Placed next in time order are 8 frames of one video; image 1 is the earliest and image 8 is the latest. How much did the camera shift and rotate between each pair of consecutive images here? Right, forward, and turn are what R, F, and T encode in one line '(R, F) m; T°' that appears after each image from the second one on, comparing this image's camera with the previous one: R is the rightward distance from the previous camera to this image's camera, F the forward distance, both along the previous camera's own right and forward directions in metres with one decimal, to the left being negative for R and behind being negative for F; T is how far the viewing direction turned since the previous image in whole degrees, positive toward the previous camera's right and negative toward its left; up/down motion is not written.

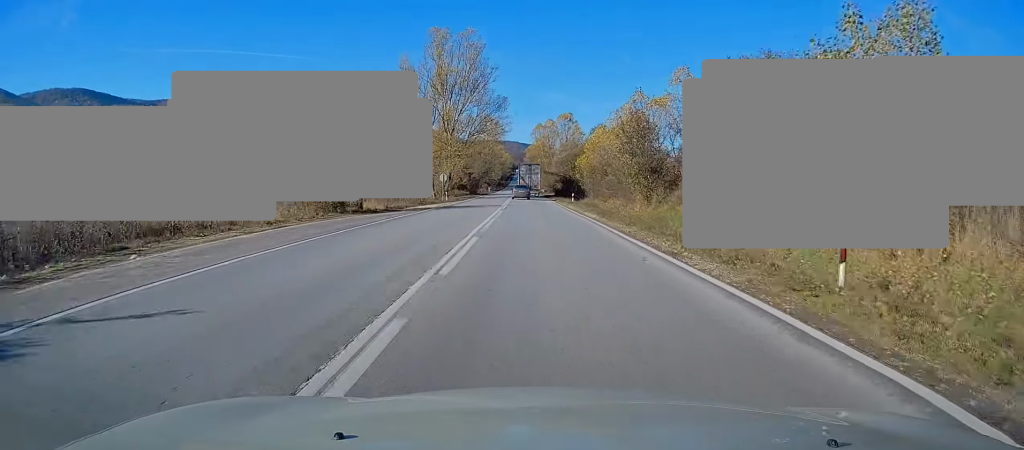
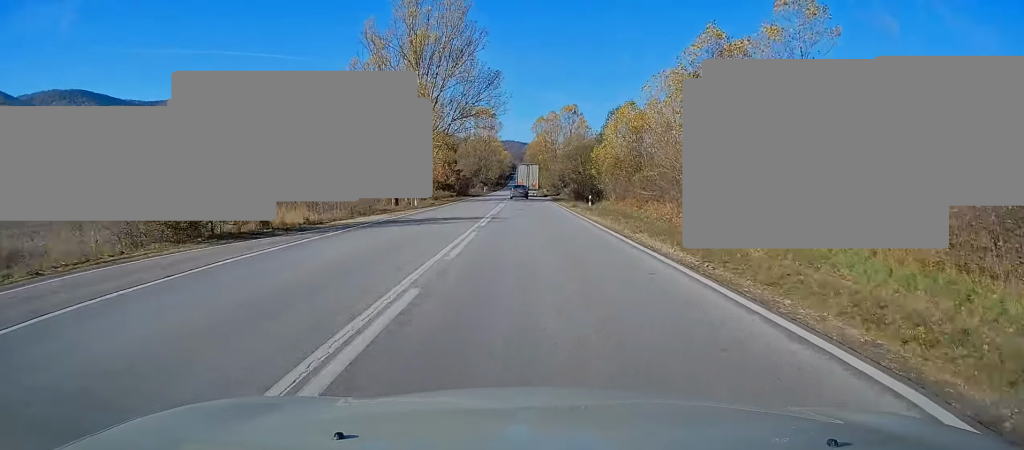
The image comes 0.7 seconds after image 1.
(-0.1, +16.2) m; 0°
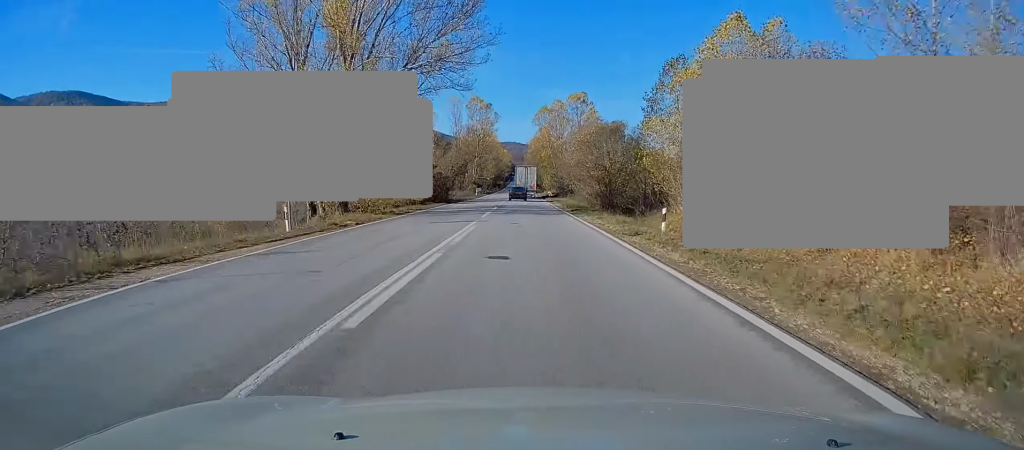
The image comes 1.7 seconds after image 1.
(+0.2, +23.1) m; +1°
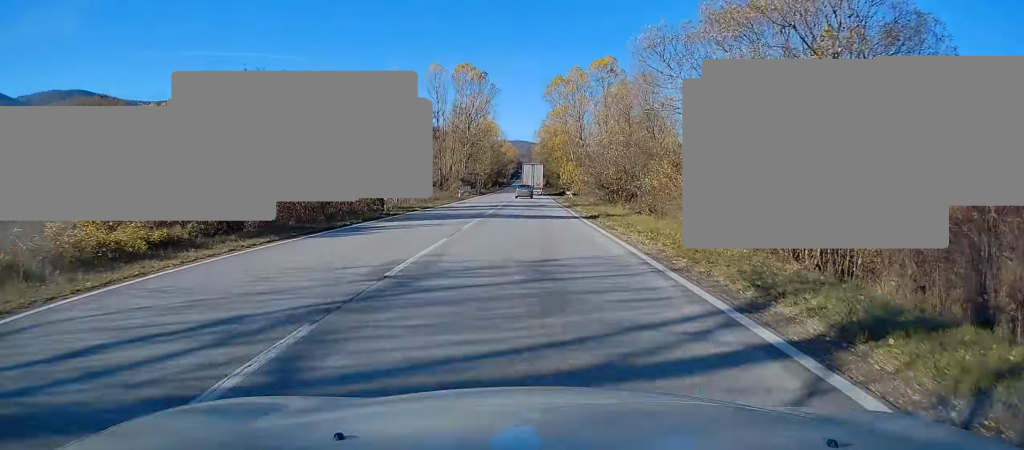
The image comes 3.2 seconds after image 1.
(-0.1, +35.5) m; -1°
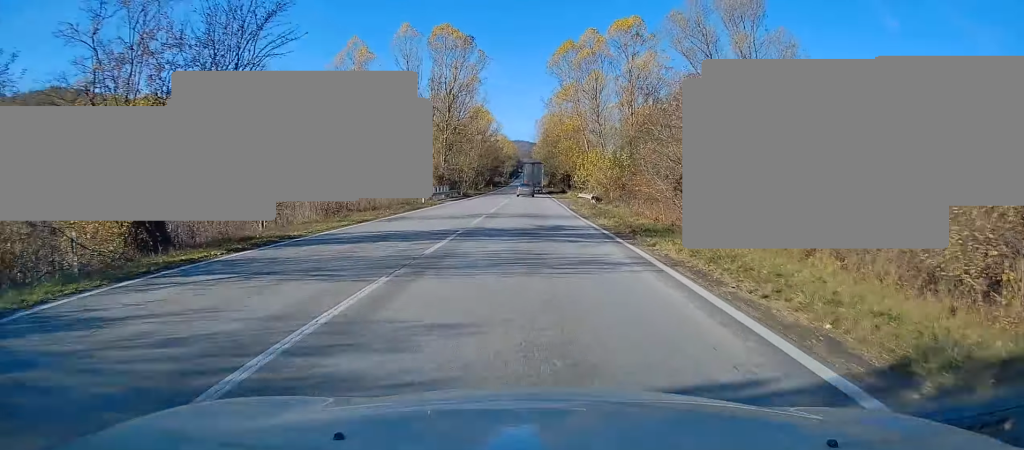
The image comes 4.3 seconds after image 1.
(-0.1, +24.0) m; -1°
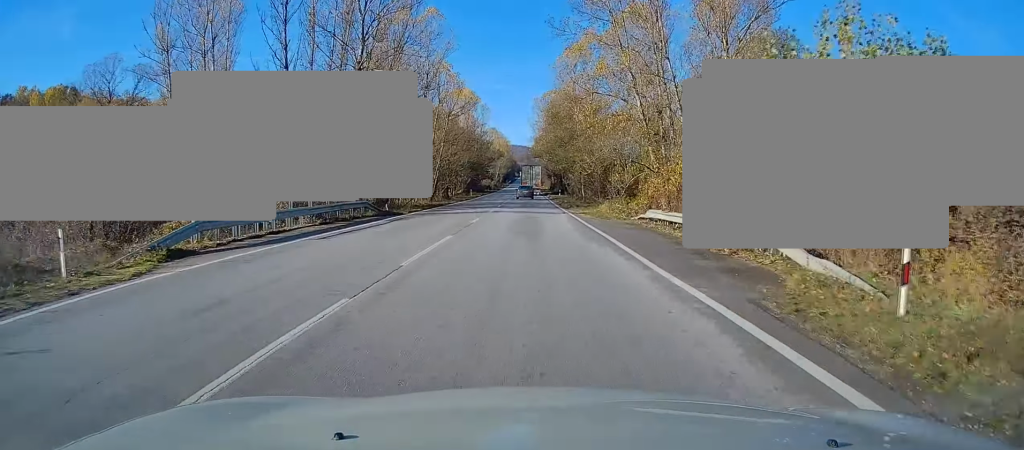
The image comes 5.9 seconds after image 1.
(-0.1, +37.5) m; +1°
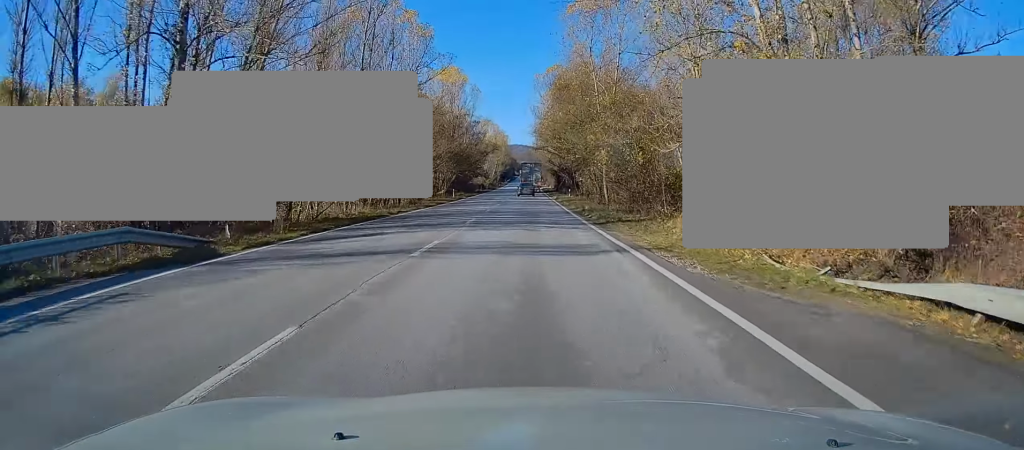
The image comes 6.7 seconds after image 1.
(+0.2, +19.6) m; +1°
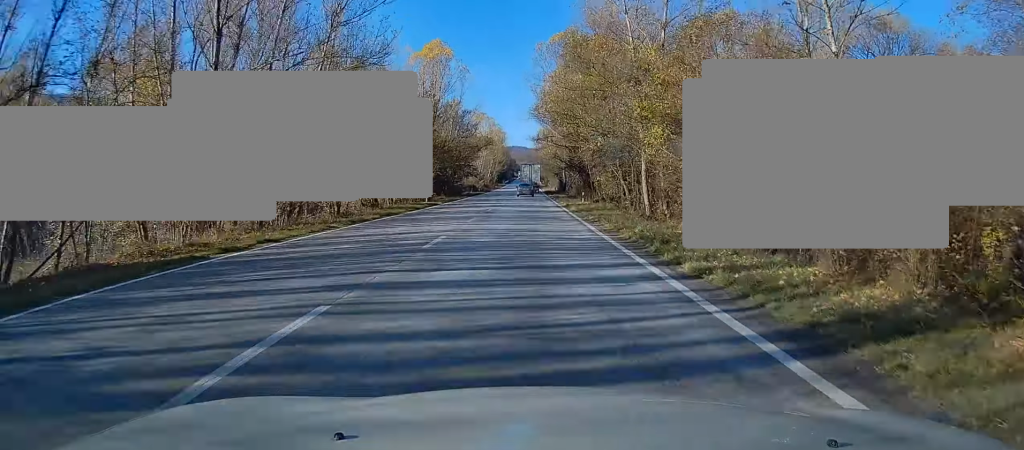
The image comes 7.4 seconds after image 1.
(+0.1, +16.5) m; 0°
